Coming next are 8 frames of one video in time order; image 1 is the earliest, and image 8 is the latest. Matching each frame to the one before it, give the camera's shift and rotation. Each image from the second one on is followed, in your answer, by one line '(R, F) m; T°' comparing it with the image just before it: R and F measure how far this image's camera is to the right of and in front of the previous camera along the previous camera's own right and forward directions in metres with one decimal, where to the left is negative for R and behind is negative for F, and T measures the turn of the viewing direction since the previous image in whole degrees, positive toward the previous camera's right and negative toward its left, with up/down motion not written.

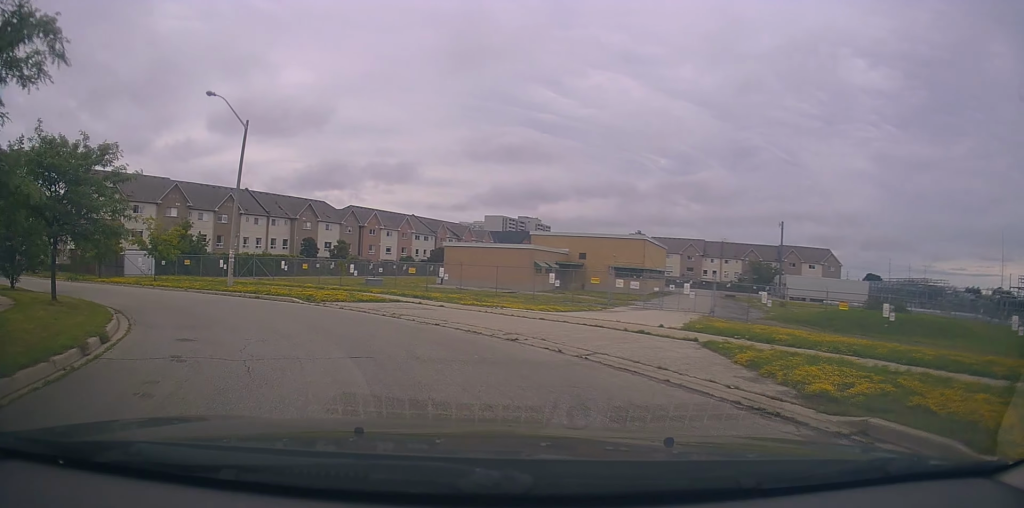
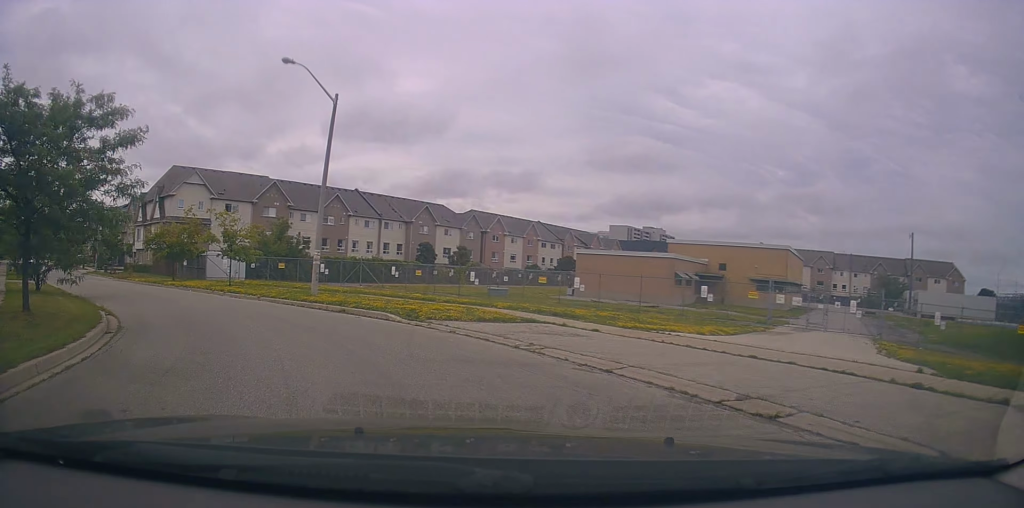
(-0.9, +6.0) m; -17°
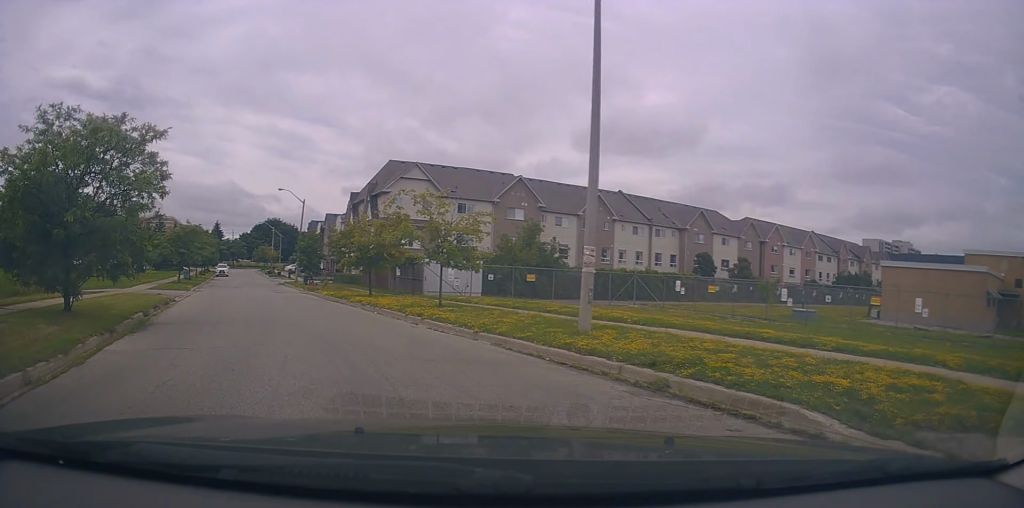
(-2.8, +11.1) m; -23°
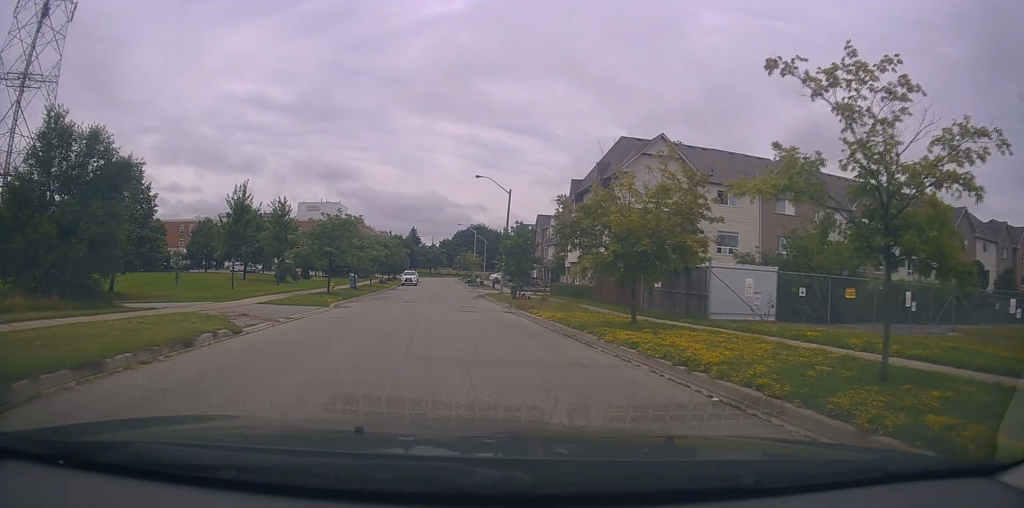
(-2.6, +13.5) m; -18°
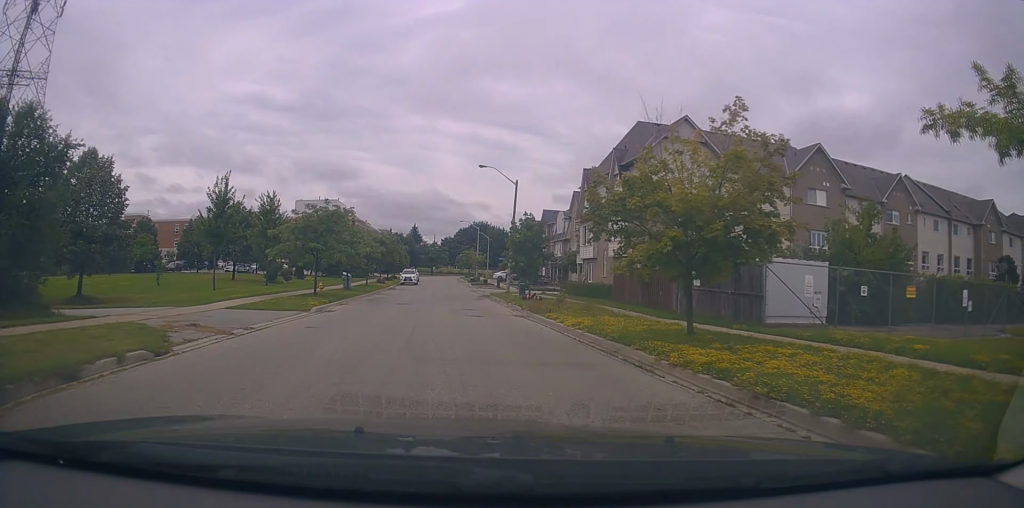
(-0.2, +3.8) m; -3°
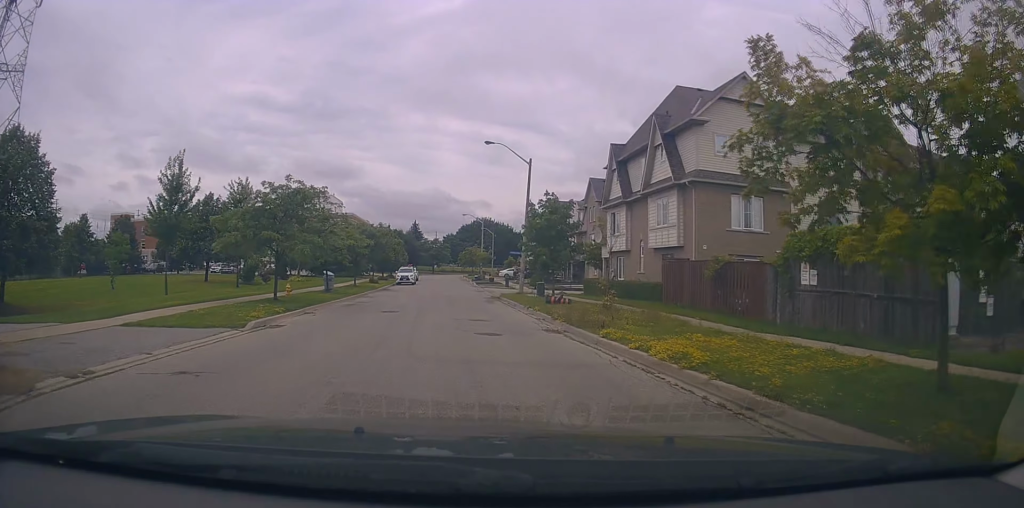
(0.0, +7.4) m; -1°
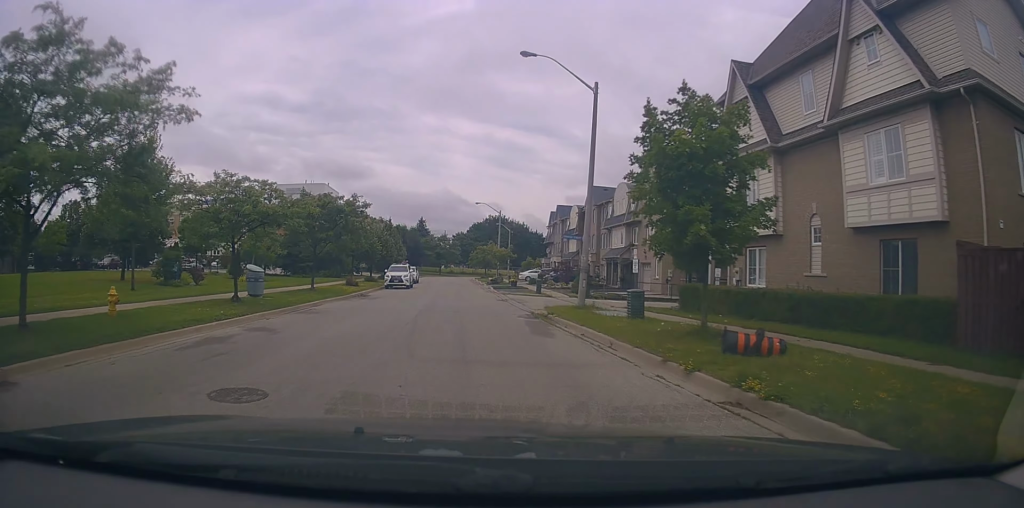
(-0.2, +15.5) m; -1°
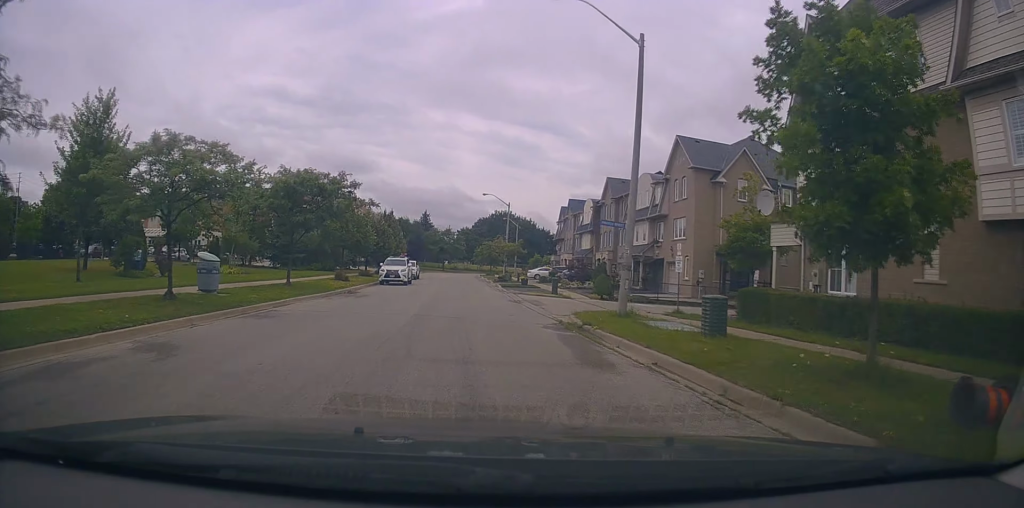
(-0.1, +4.9) m; 0°
